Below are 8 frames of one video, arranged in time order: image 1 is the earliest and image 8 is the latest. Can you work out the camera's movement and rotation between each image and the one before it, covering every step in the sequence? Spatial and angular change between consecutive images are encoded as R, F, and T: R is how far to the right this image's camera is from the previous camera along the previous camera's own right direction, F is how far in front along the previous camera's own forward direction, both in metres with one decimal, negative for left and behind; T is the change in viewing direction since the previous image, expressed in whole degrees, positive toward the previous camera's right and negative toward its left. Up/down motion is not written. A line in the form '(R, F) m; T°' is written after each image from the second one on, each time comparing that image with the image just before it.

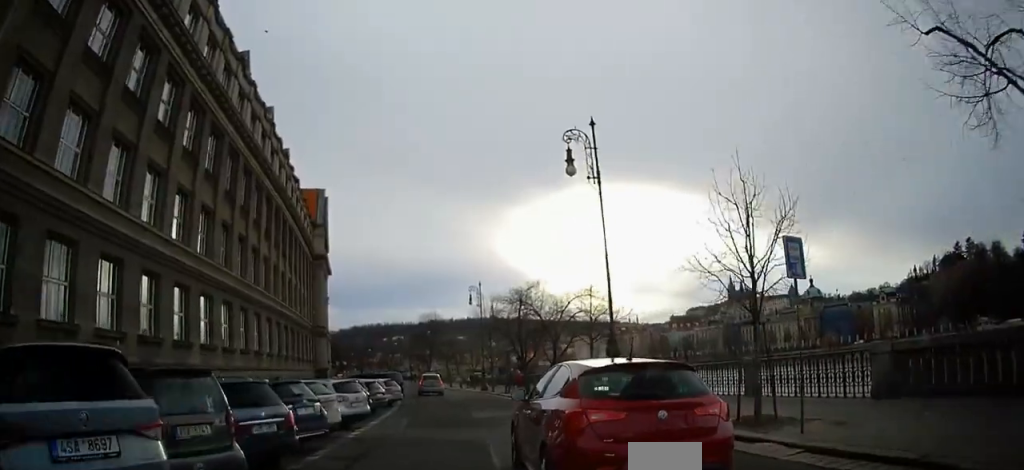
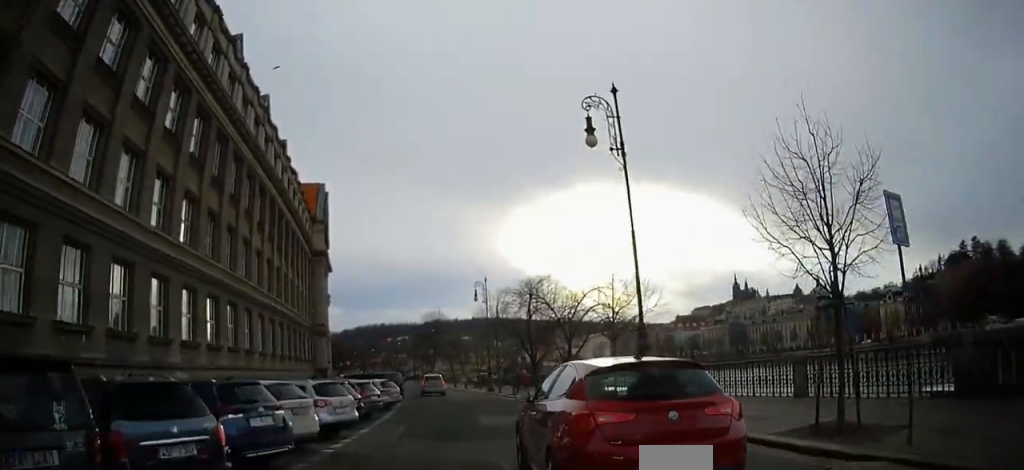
(+0.1, +2.9) m; 0°
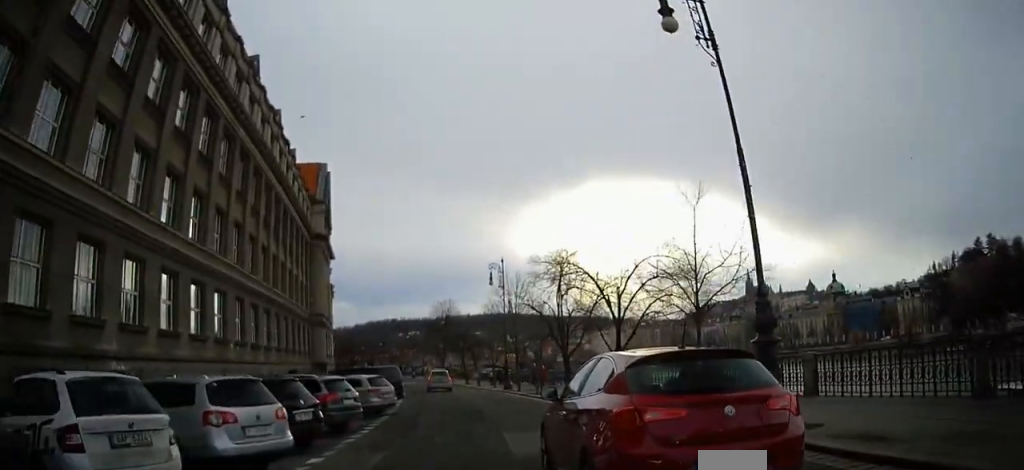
(-0.2, +6.8) m; -5°
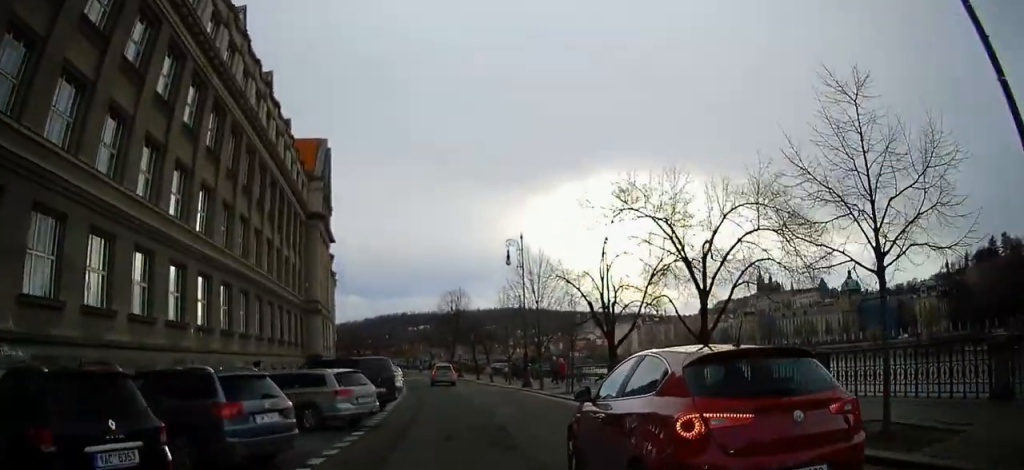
(-0.4, +6.9) m; -3°
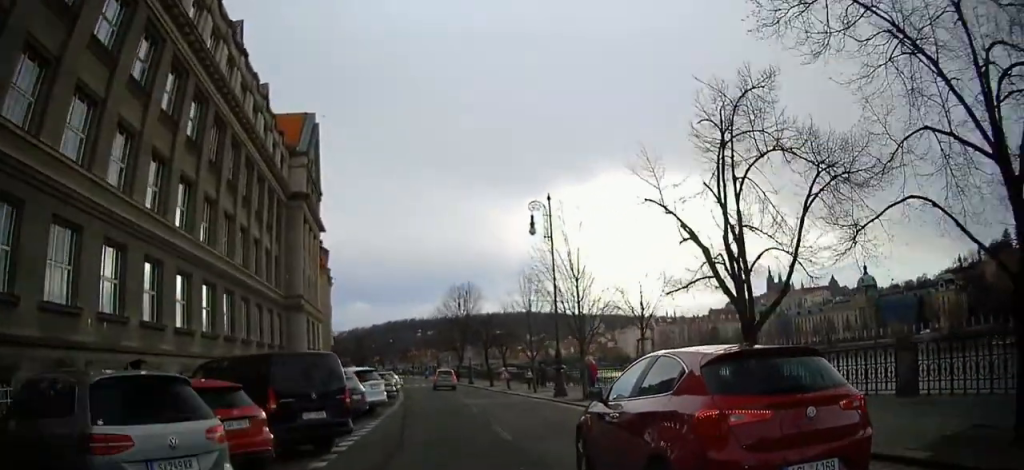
(+0.1, +10.9) m; +2°
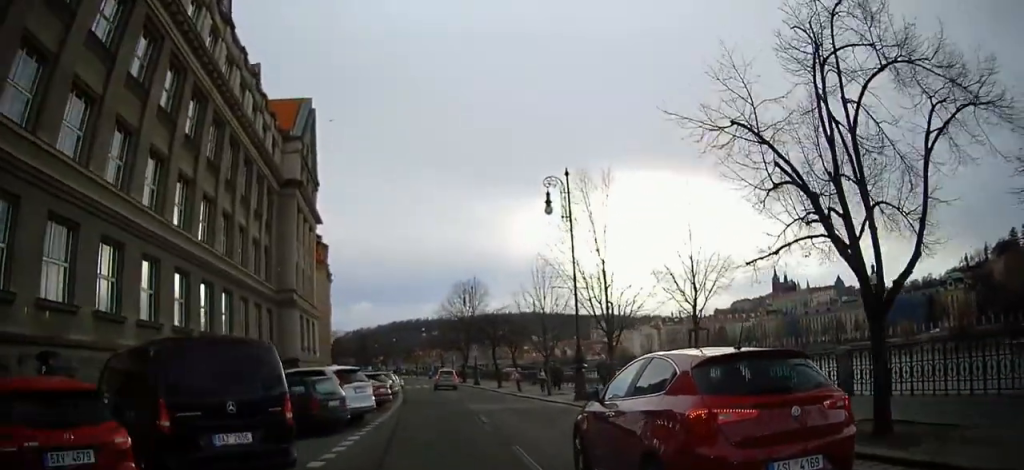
(+0.1, +4.6) m; 0°
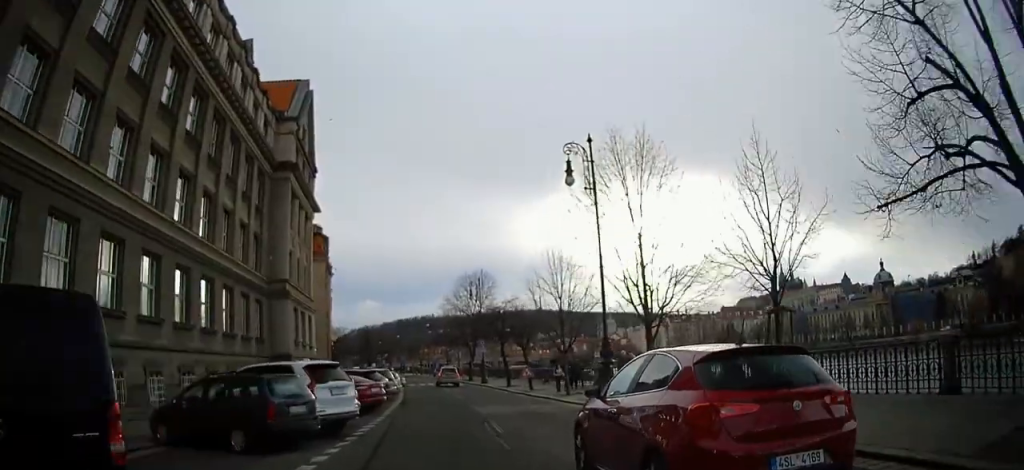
(-0.1, +4.1) m; +2°
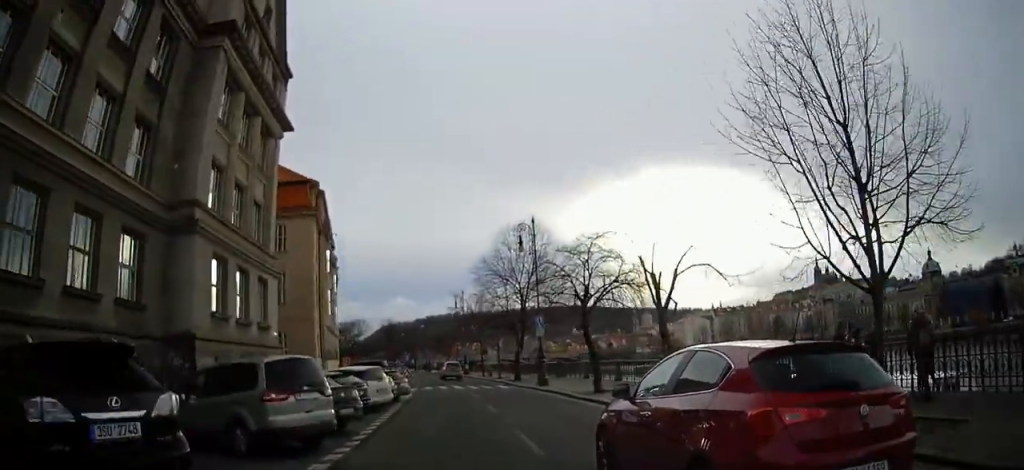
(+2.1, +20.5) m; +6°
